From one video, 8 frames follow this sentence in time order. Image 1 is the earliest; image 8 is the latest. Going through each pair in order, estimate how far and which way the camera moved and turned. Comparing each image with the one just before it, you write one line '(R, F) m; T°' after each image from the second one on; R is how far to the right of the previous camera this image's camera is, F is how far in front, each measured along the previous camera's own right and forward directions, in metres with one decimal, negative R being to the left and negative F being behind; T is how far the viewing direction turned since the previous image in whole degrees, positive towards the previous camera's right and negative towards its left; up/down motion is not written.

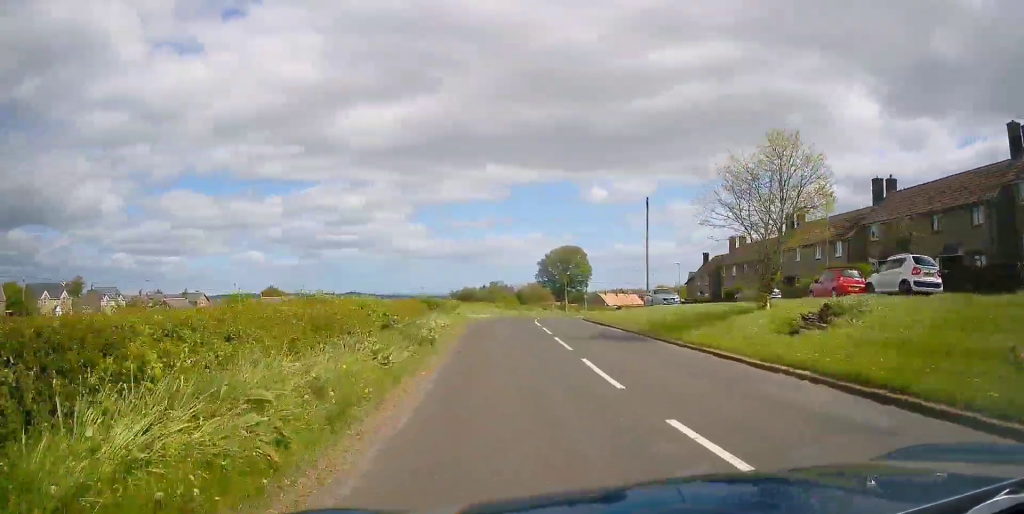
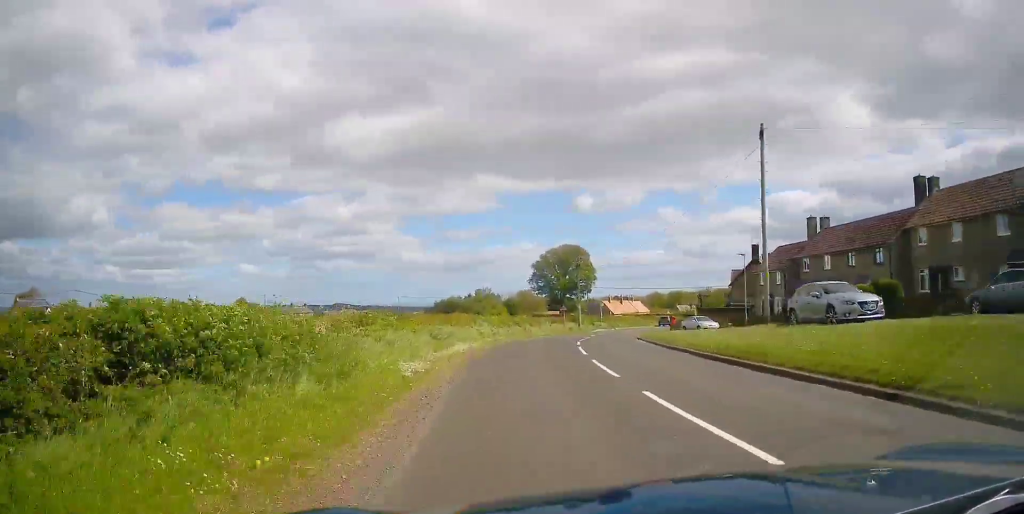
(-0.7, +21.6) m; -2°
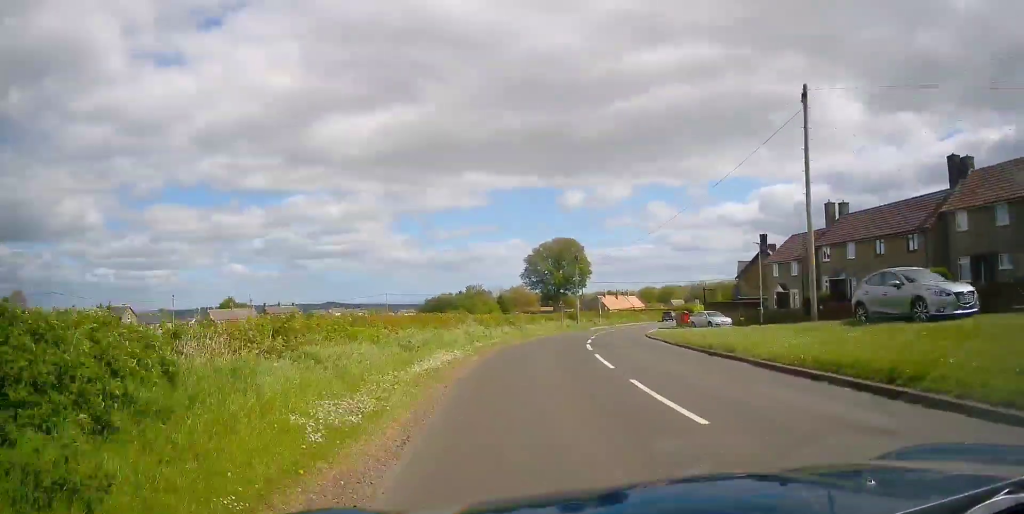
(+0.1, +4.7) m; 0°
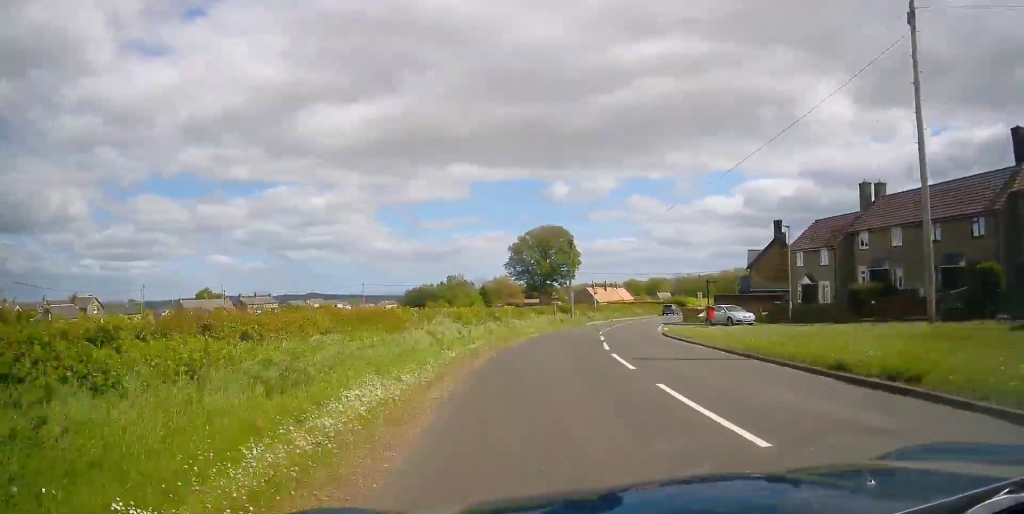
(-0.2, +7.3) m; +1°
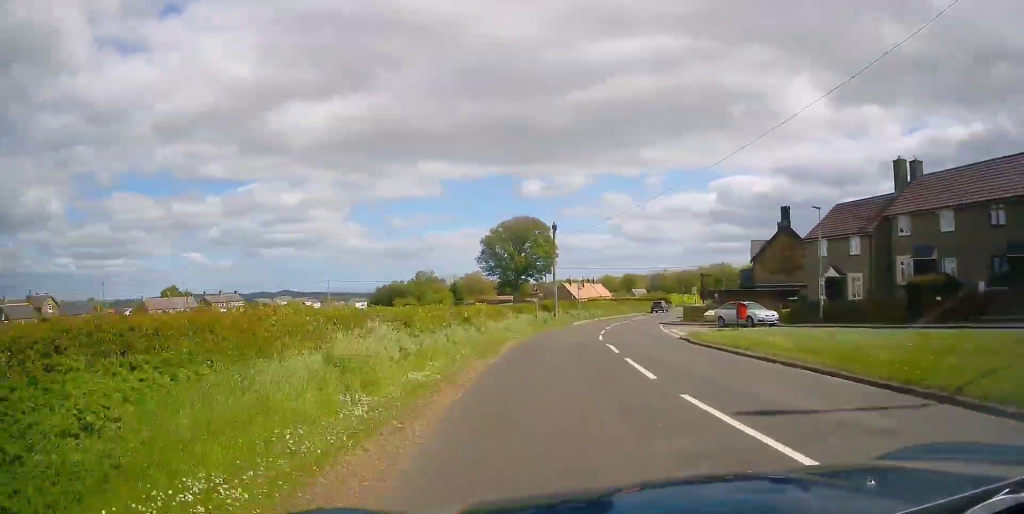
(+0.1, +7.3) m; +3°
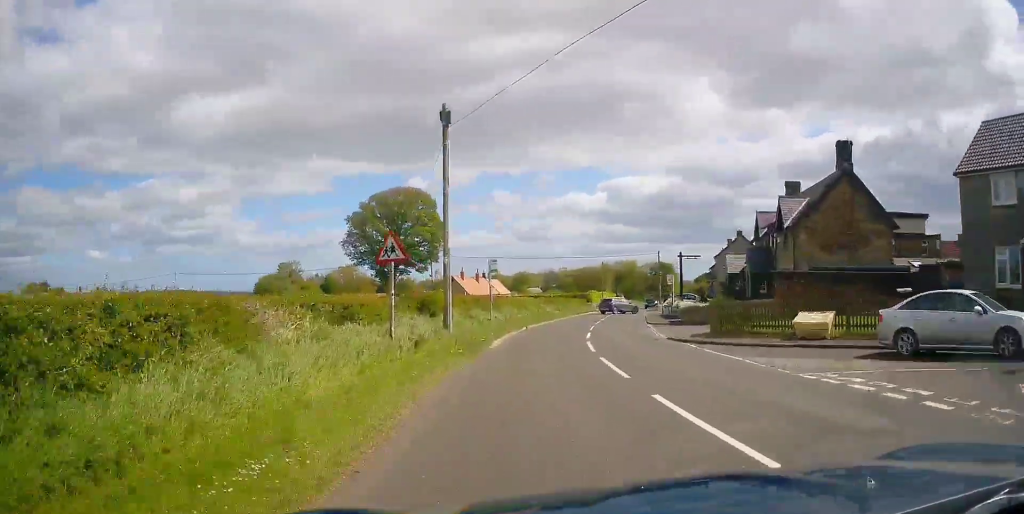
(+2.3, +23.9) m; +9°
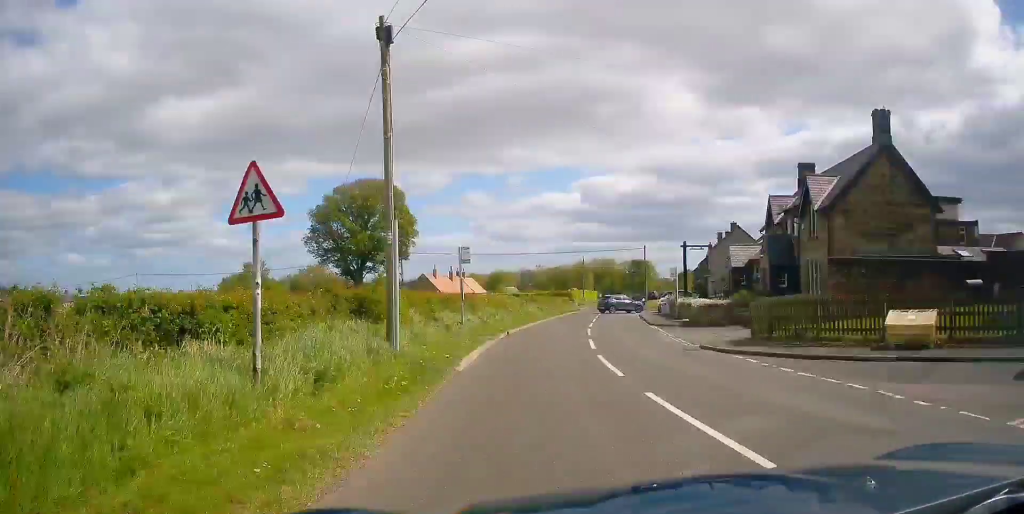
(-0.2, +5.4) m; +2°
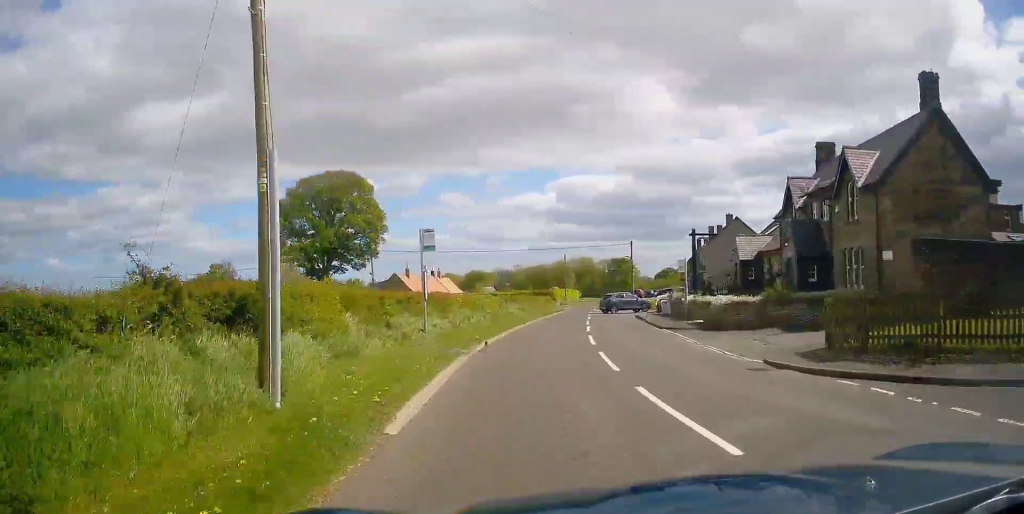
(+0.3, +5.5) m; +2°
